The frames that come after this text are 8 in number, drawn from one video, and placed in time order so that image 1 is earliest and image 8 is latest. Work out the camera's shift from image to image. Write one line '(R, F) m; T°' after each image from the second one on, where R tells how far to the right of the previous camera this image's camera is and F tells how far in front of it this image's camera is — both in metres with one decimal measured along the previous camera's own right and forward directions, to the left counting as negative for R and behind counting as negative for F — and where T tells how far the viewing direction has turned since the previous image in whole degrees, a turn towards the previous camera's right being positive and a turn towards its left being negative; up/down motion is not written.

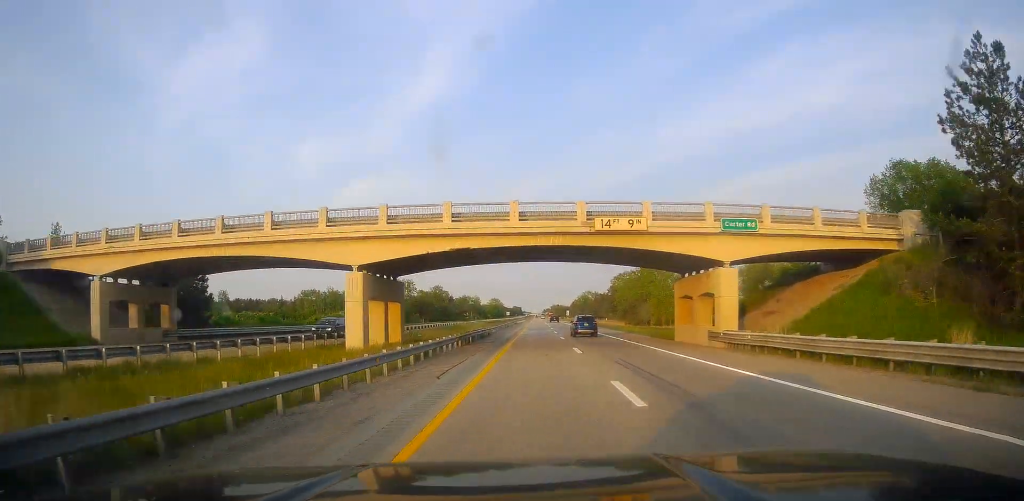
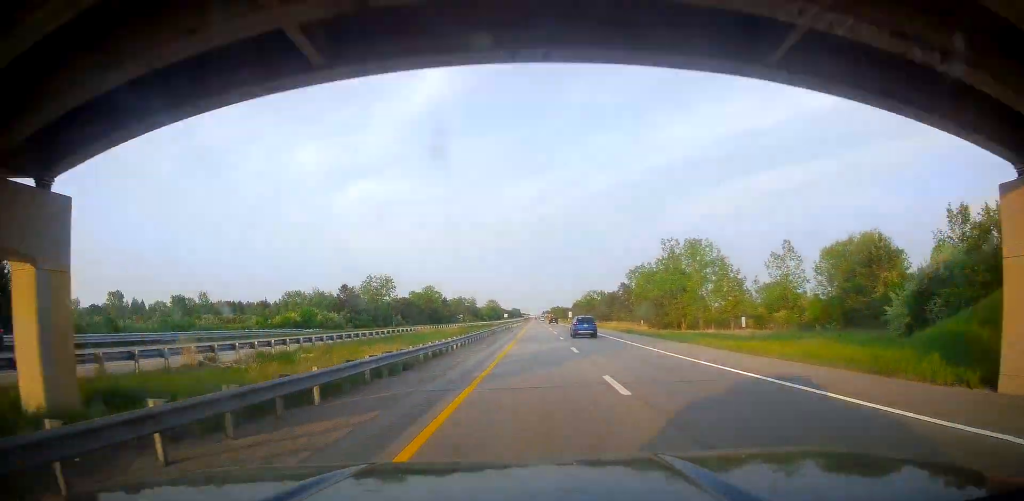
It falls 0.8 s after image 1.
(-0.3, +28.5) m; 0°
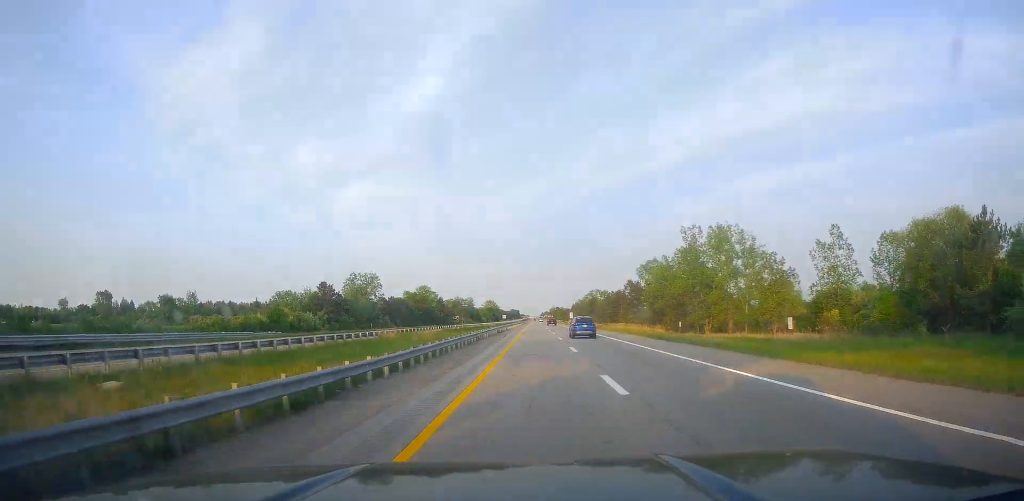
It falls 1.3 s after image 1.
(-0.2, +14.8) m; 0°
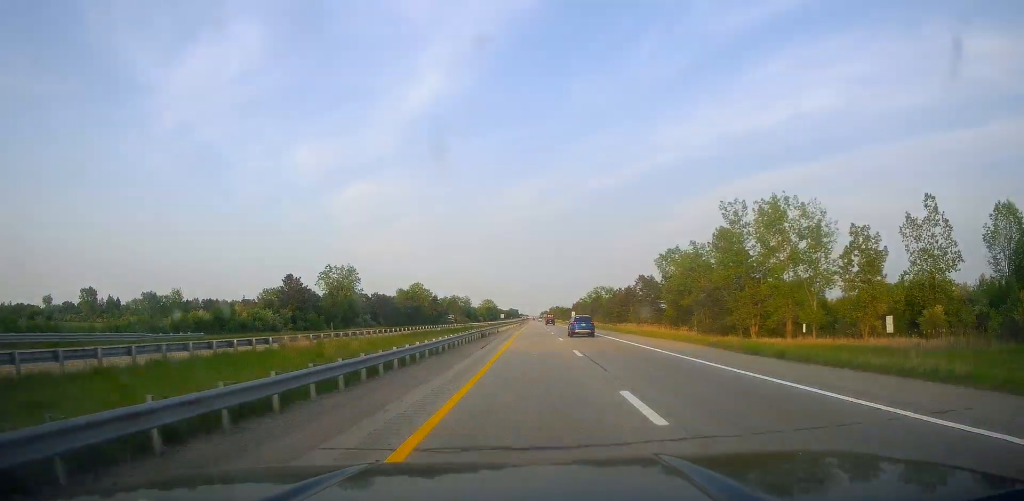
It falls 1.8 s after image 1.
(+0.3, +19.4) m; +1°
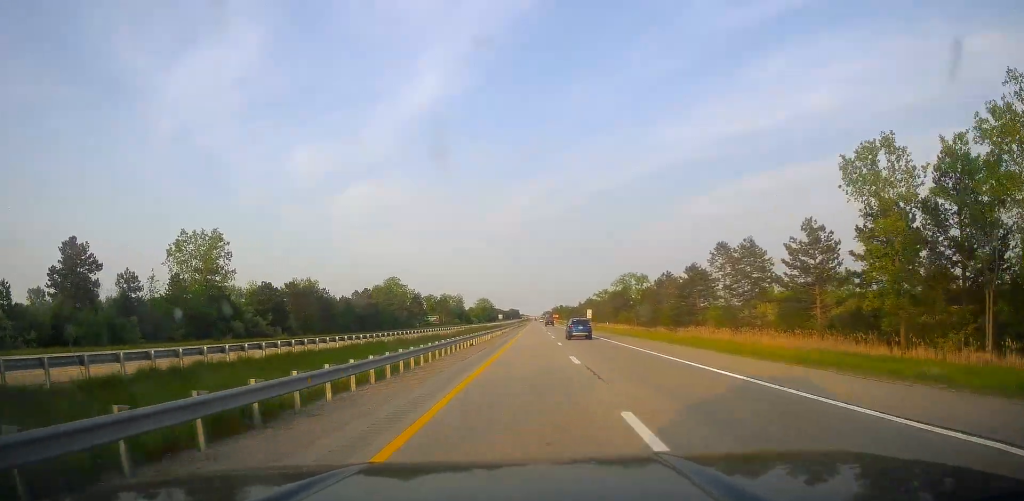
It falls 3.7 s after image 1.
(+0.1, +63.3) m; 0°
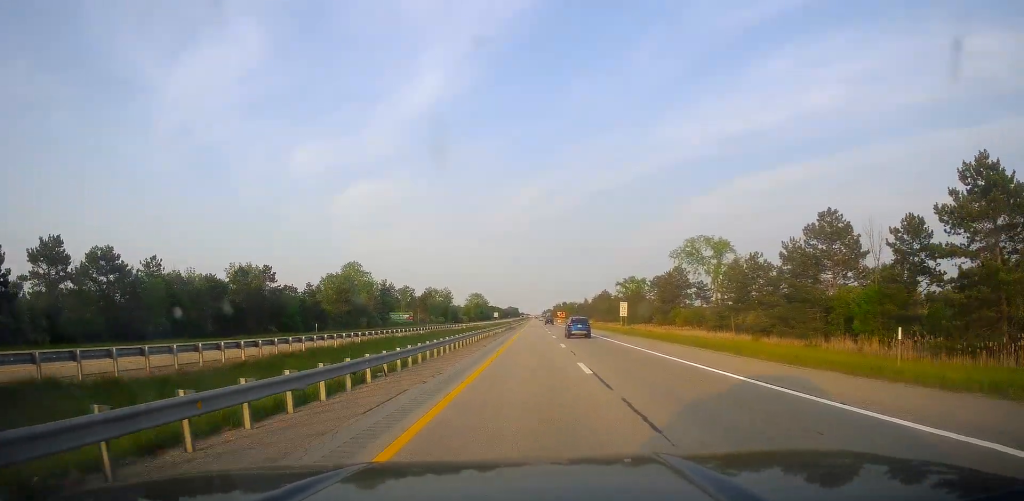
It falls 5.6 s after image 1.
(+0.3, +64.4) m; +1°
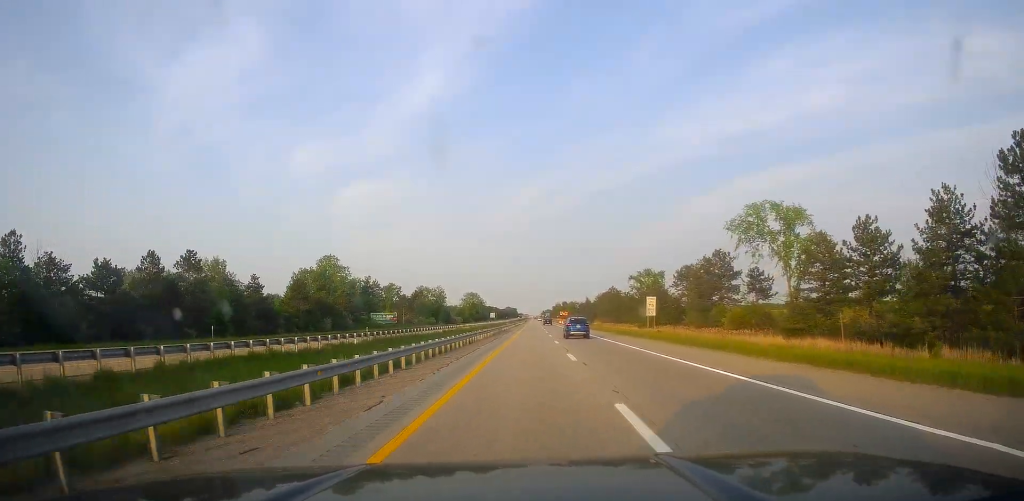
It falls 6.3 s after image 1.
(+0.1, +25.3) m; -1°
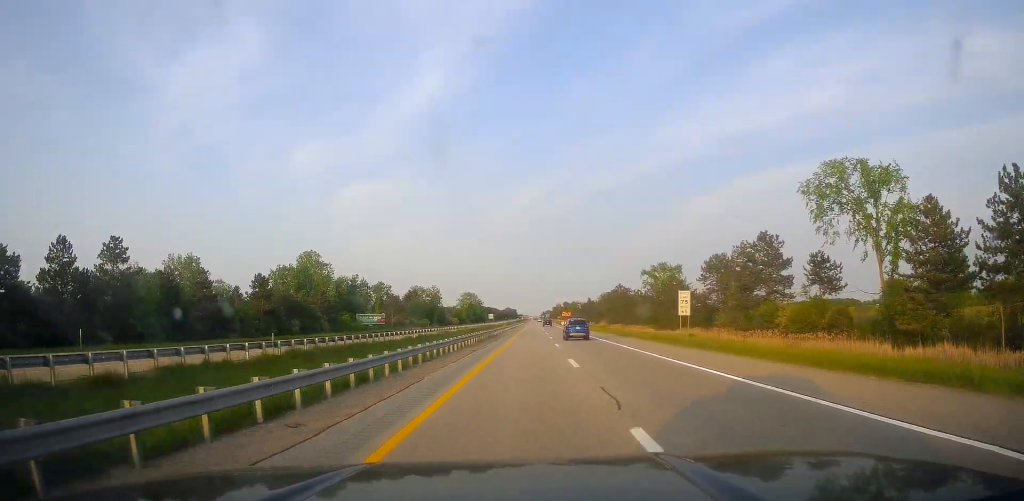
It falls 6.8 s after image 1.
(-0.3, +17.4) m; 0°
